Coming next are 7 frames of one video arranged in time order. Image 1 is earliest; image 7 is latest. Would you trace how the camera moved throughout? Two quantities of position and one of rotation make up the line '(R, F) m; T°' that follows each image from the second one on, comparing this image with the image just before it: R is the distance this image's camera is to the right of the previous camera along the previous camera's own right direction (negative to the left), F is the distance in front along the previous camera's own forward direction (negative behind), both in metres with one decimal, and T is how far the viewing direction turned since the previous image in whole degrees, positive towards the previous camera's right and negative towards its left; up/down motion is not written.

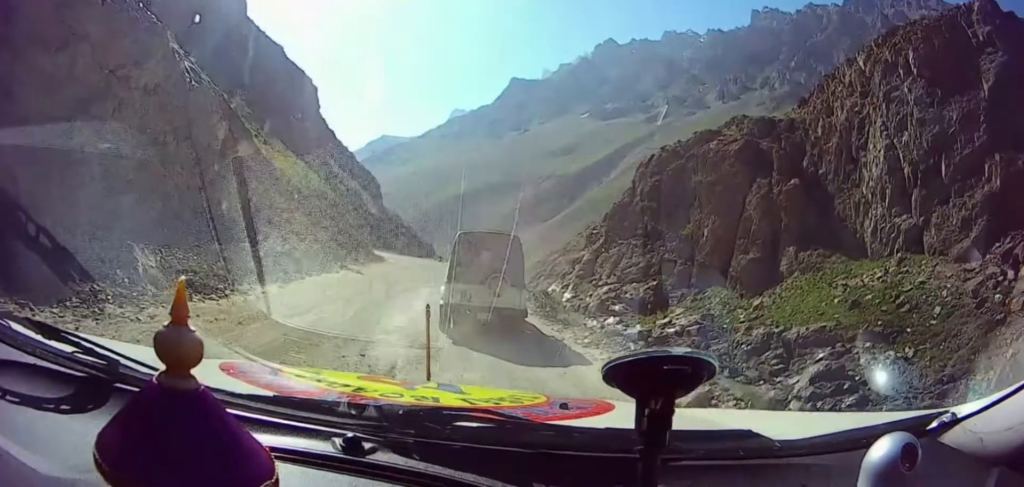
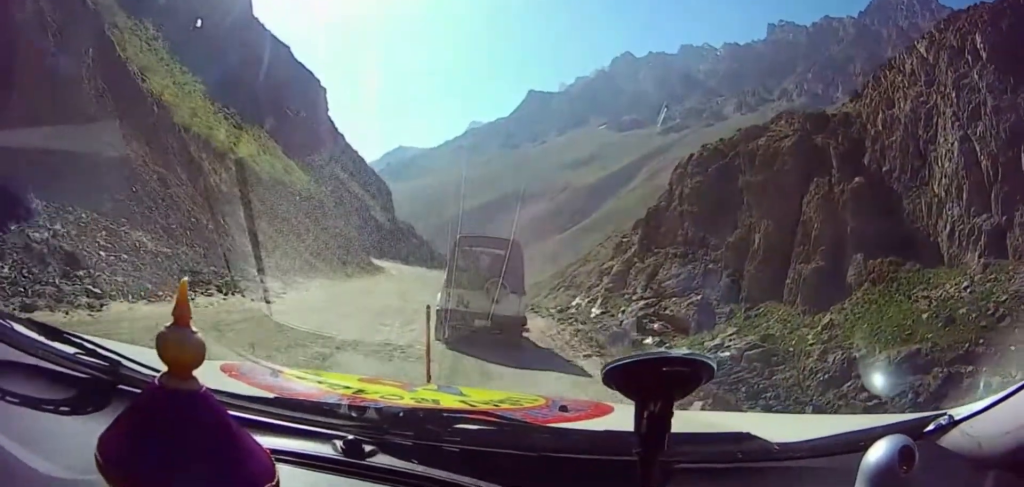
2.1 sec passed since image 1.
(-0.1, +9.9) m; -2°
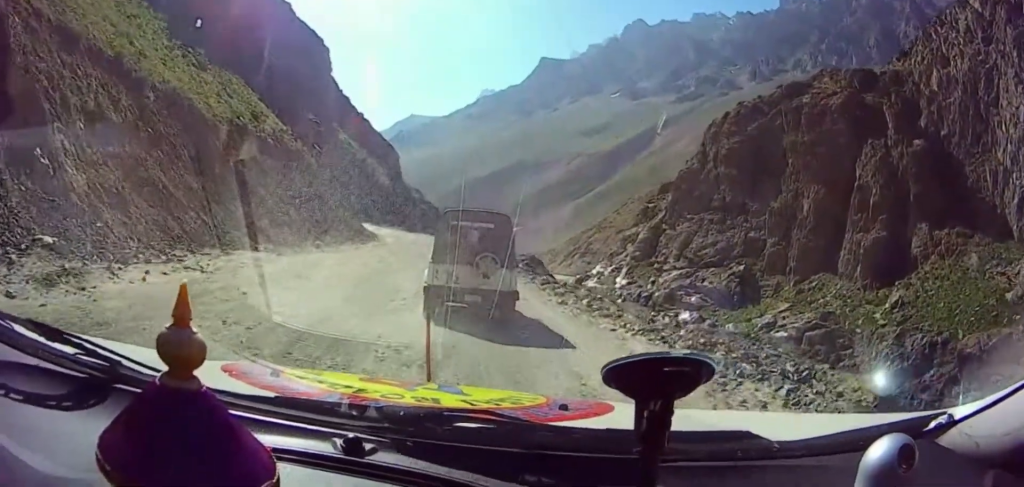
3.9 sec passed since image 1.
(-0.3, +10.8) m; -2°
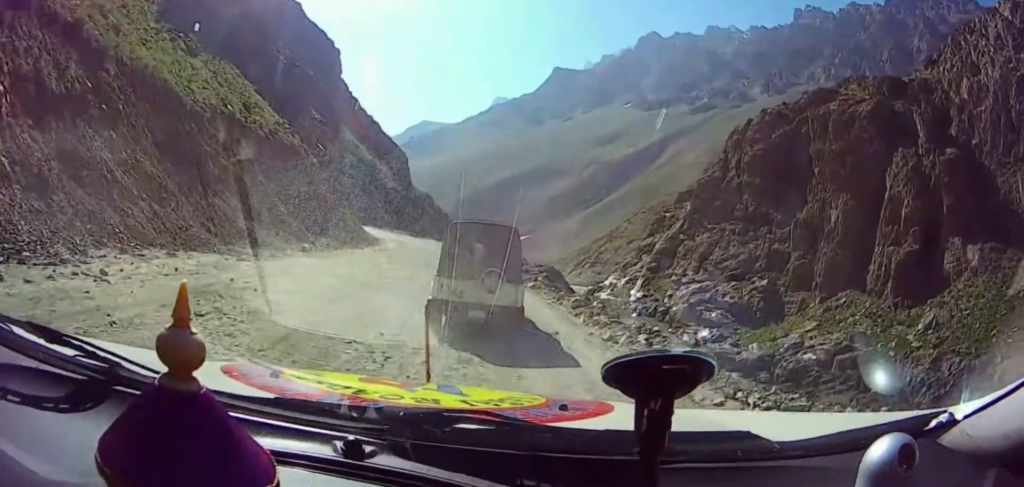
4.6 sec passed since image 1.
(0.0, +5.1) m; 0°
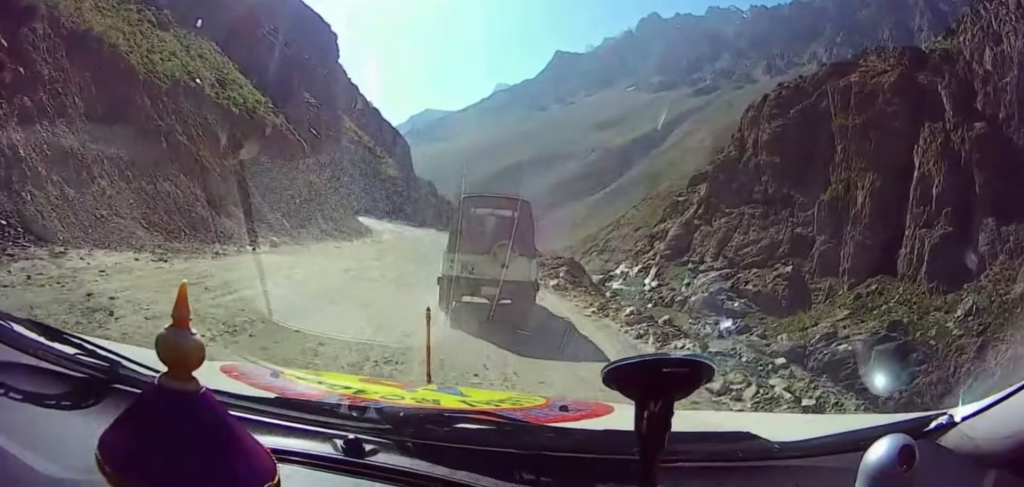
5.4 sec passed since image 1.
(0.0, +6.0) m; 0°
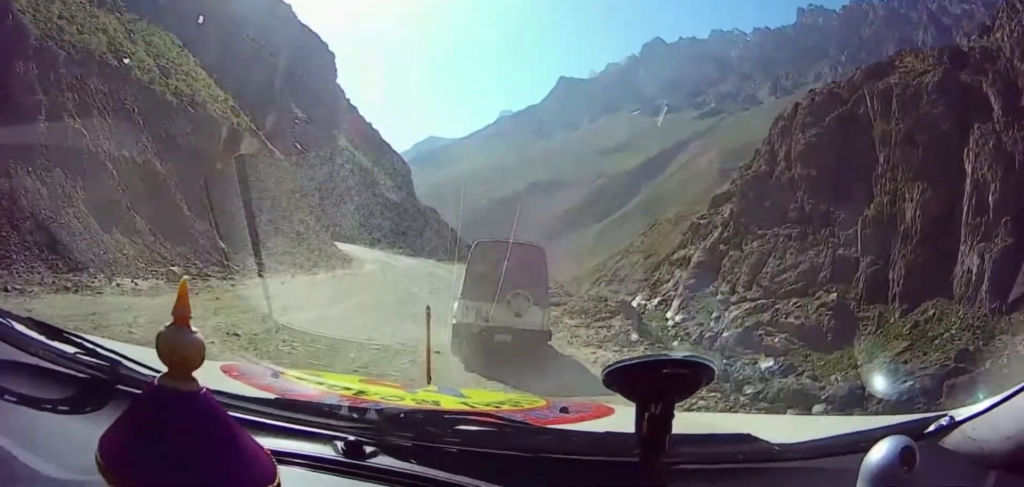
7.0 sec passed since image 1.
(-0.3, +11.2) m; -3°
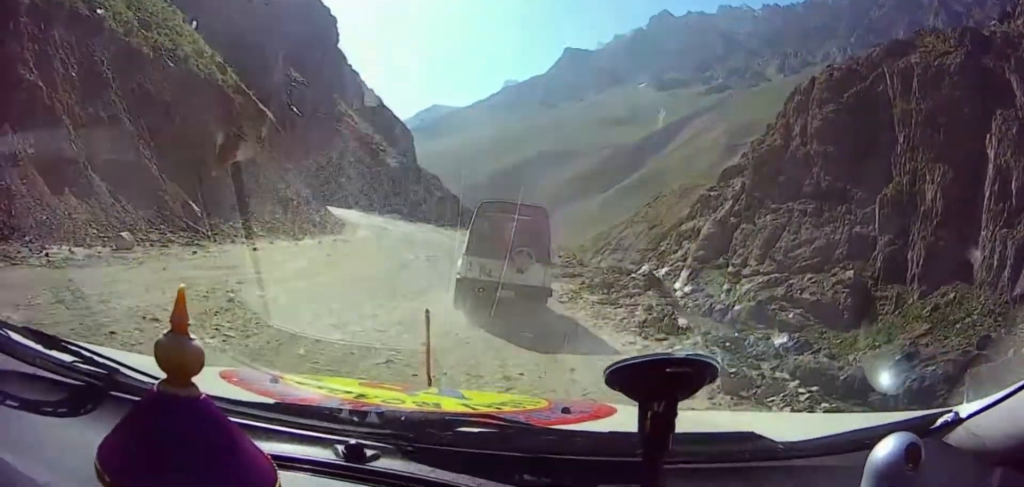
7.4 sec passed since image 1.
(-0.1, +3.4) m; -1°
